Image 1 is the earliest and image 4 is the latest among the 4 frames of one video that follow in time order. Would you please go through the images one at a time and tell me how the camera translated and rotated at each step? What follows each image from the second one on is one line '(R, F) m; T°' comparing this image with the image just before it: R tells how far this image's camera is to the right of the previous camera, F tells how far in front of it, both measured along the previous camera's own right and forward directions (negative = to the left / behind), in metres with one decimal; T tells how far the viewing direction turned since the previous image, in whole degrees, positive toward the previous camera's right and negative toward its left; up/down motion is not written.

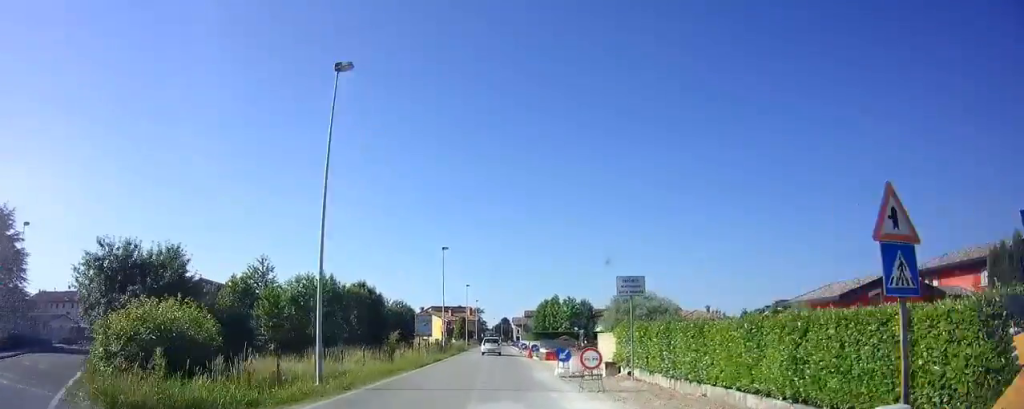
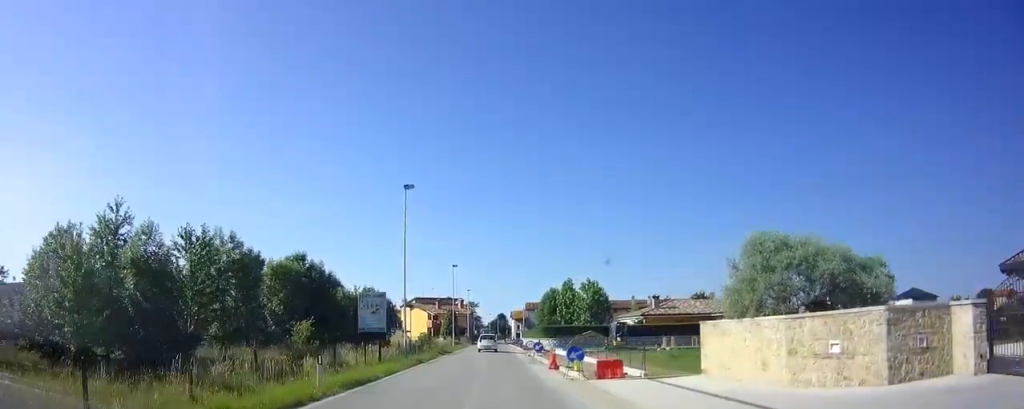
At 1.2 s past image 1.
(0.0, +18.2) m; 0°
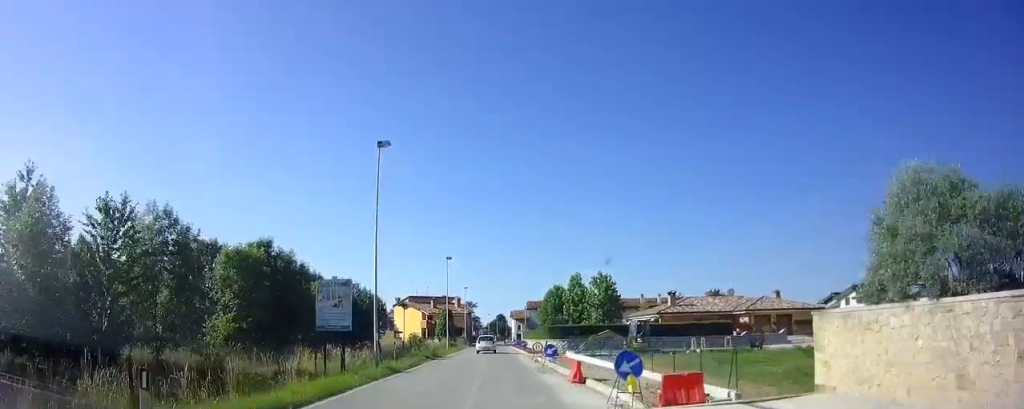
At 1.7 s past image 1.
(0.0, +7.0) m; 0°
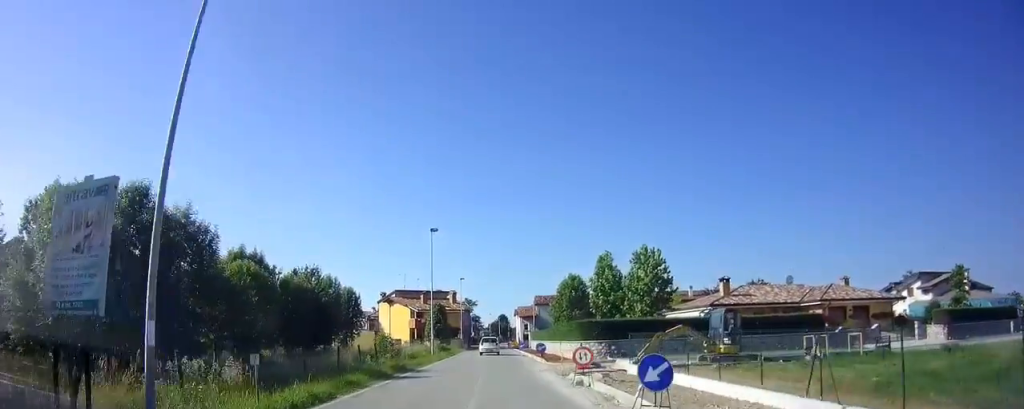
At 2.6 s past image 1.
(0.0, +14.1) m; 0°
